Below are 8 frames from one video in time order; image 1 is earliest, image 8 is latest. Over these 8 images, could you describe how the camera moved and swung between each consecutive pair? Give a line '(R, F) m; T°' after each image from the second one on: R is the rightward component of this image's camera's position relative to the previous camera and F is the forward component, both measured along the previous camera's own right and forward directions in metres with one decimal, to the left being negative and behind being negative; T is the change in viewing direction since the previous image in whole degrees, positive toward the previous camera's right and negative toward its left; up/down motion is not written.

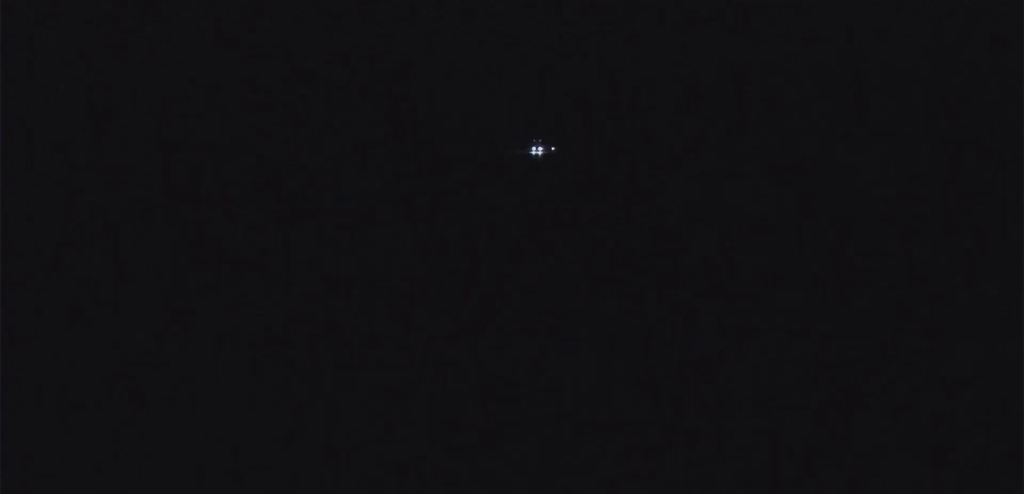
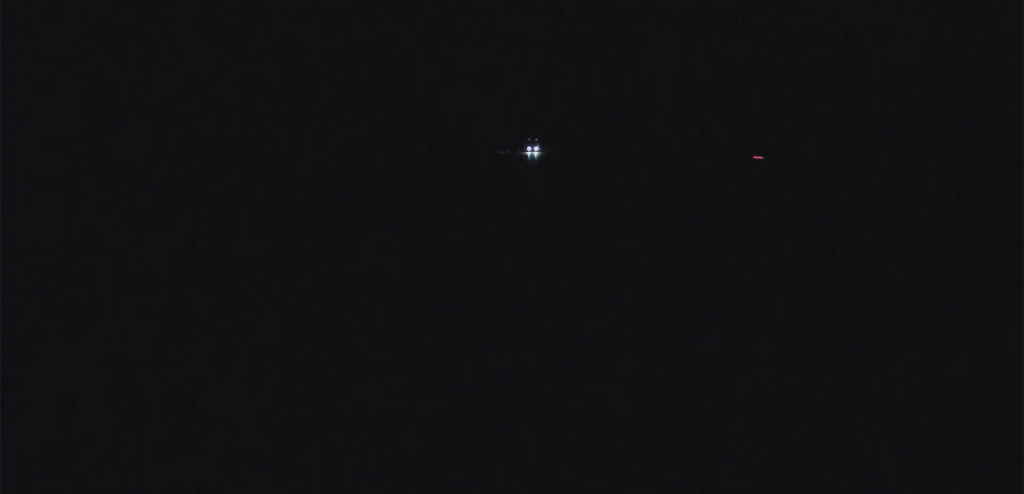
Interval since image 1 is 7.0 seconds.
(-3.3, +135.2) m; -3°
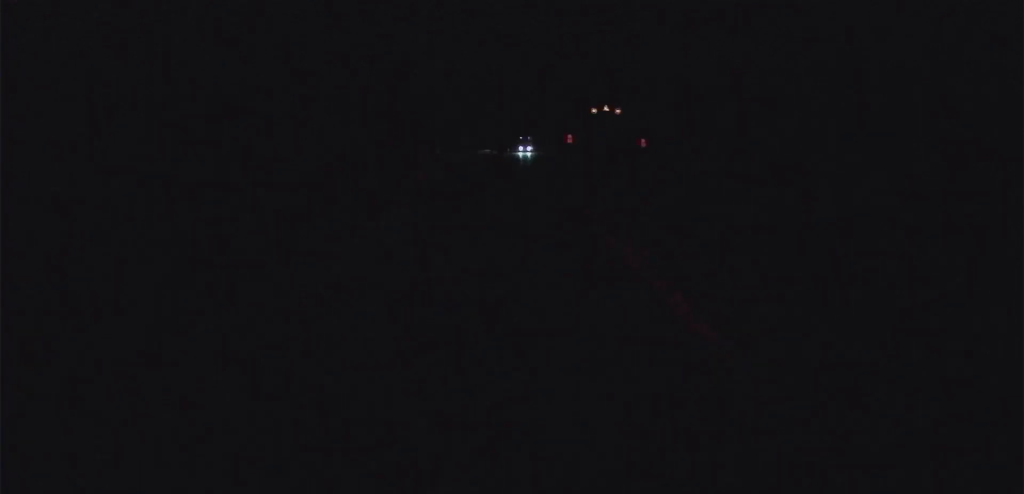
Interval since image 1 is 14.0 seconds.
(-4.7, +140.1) m; -2°
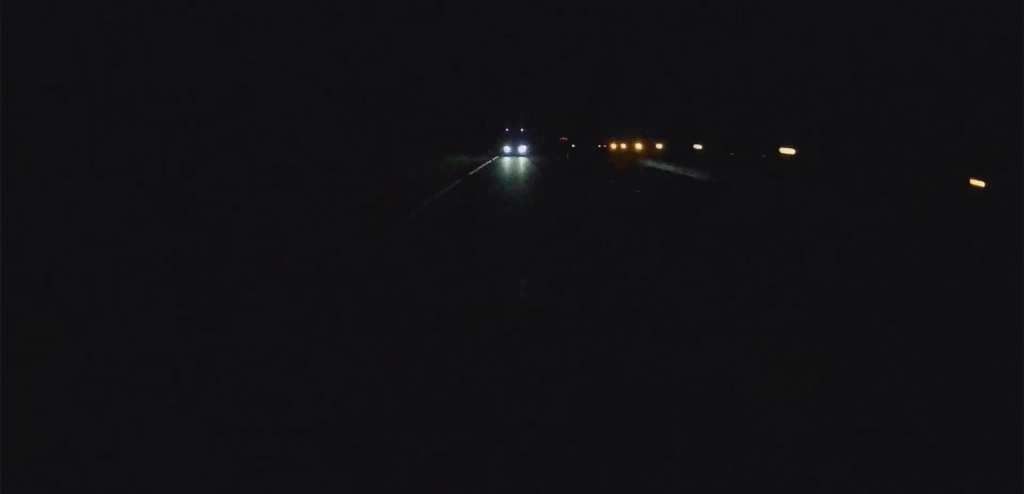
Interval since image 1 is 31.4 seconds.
(-12.1, +364.6) m; -3°
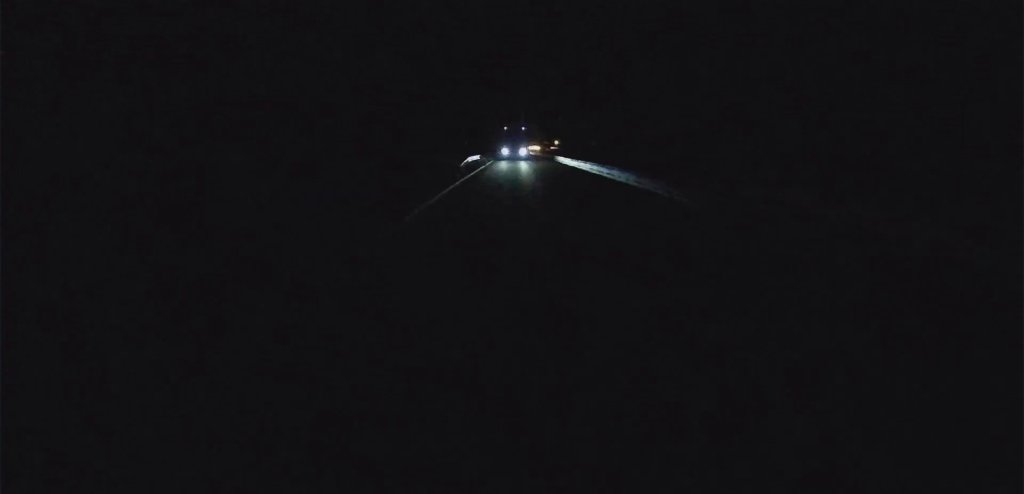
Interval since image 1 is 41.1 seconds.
(-0.7, +206.2) m; 0°
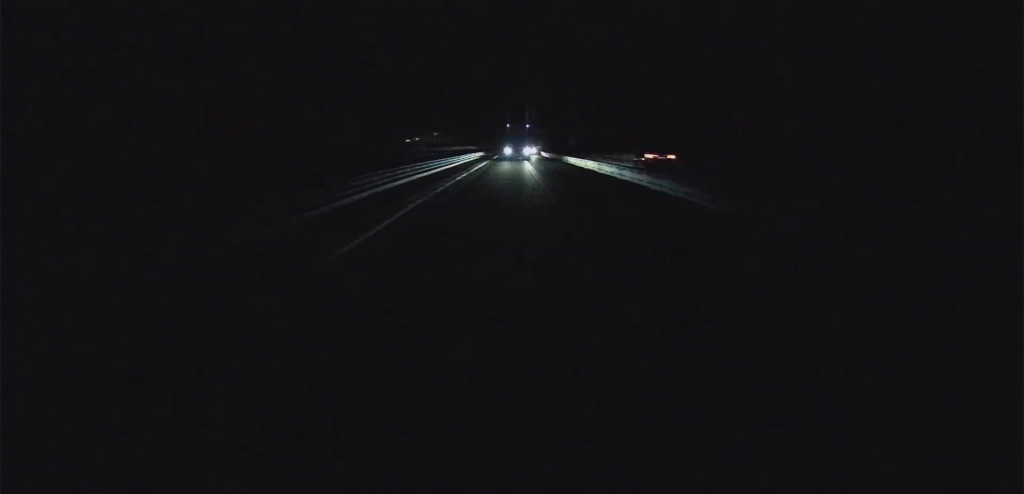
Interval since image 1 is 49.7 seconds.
(+0.2, +222.9) m; 0°
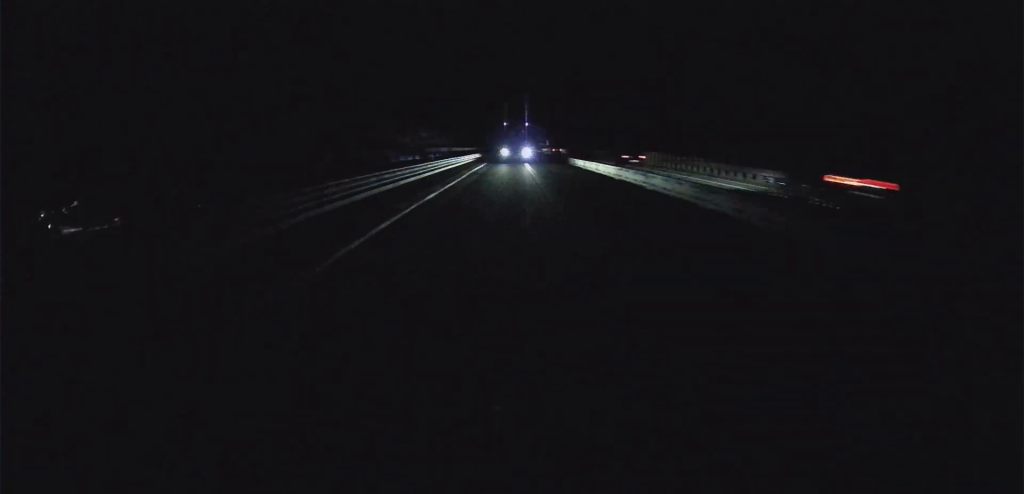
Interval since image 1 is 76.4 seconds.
(-0.8, +764.0) m; 0°
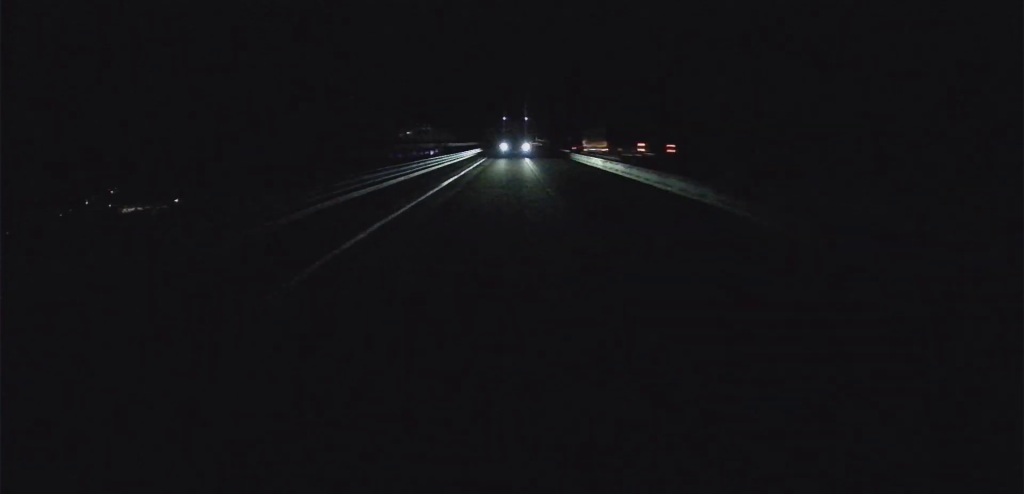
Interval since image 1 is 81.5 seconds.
(+0.1, +68.9) m; 0°
